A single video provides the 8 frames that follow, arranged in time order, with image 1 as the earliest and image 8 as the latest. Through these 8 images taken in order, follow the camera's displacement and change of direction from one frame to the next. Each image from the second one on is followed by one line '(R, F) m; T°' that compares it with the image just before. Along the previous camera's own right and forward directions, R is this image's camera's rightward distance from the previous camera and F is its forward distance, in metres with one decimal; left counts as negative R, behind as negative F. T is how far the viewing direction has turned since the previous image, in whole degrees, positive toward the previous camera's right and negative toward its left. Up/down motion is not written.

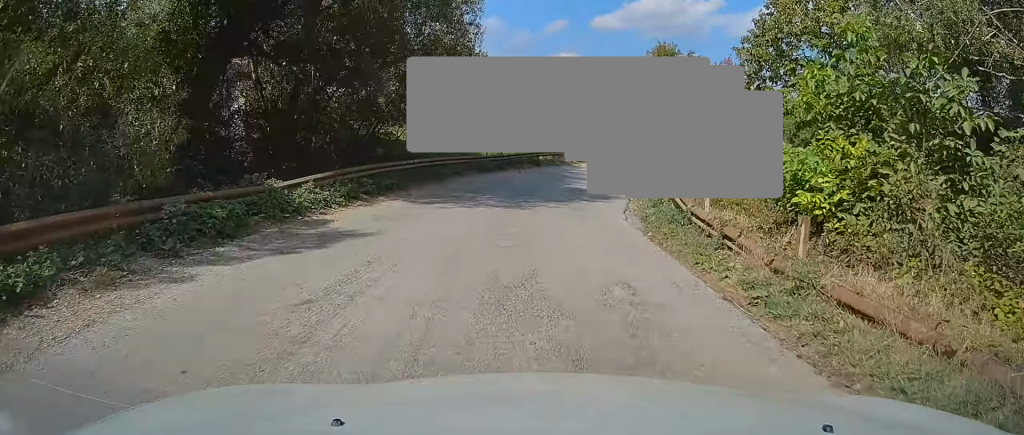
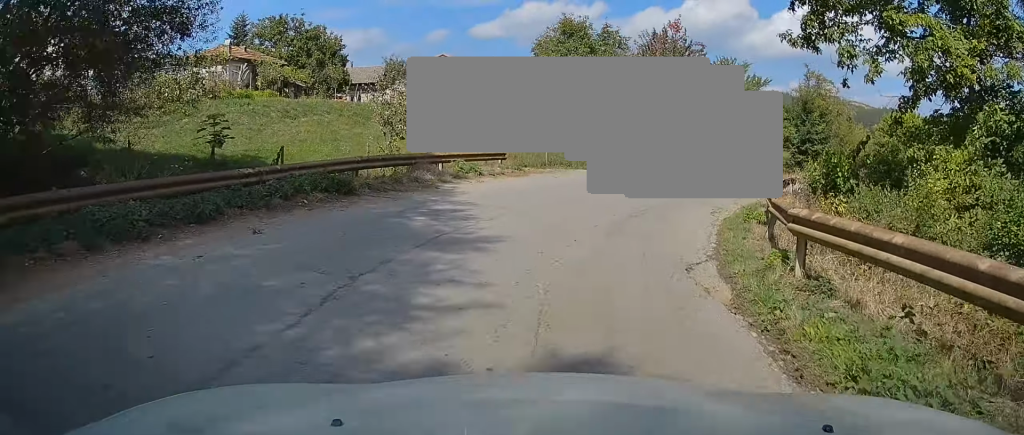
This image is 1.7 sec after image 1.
(+1.1, +19.0) m; +11°
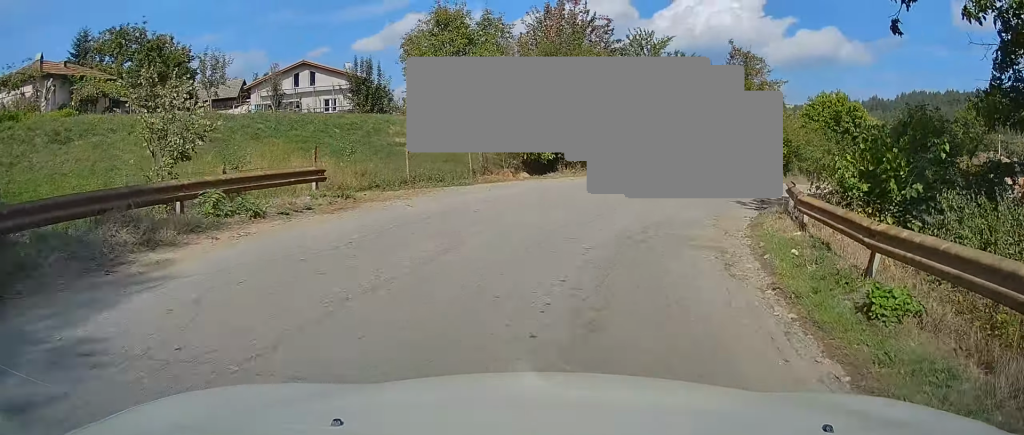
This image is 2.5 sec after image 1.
(+0.8, +8.4) m; +10°
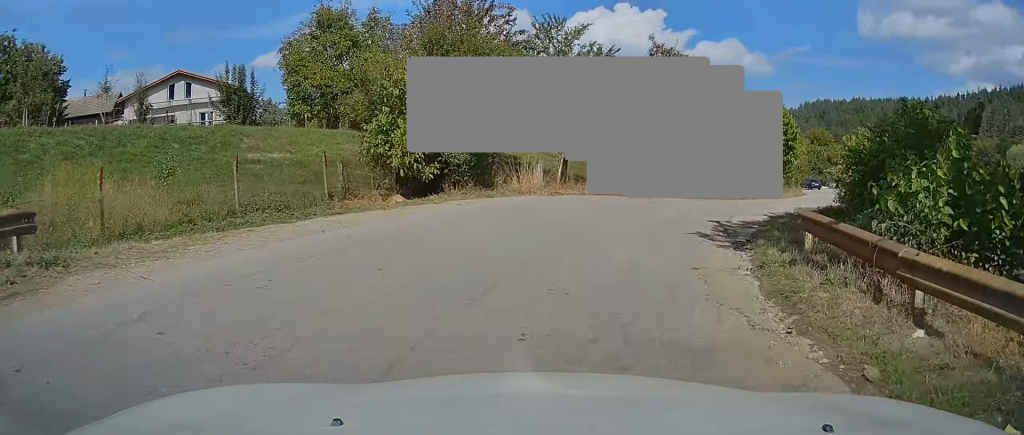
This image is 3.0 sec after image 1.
(+0.1, +5.2) m; +7°
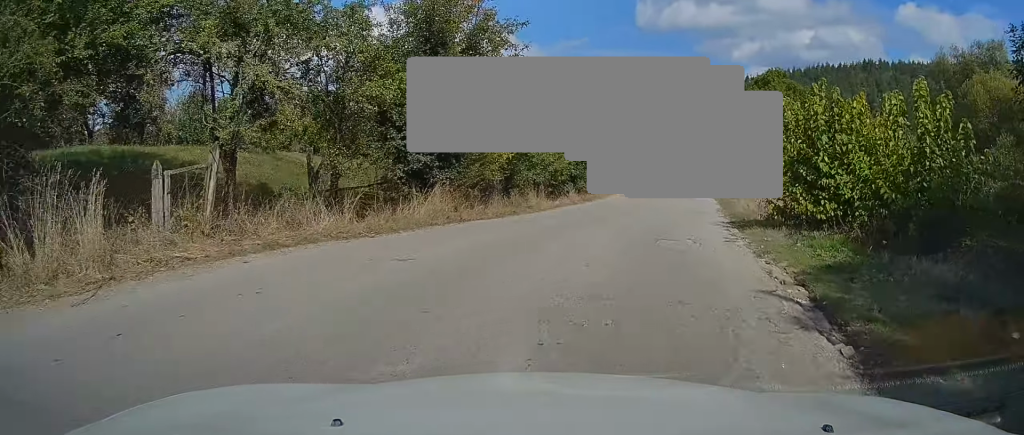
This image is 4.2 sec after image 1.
(+2.4, +13.4) m; +18°
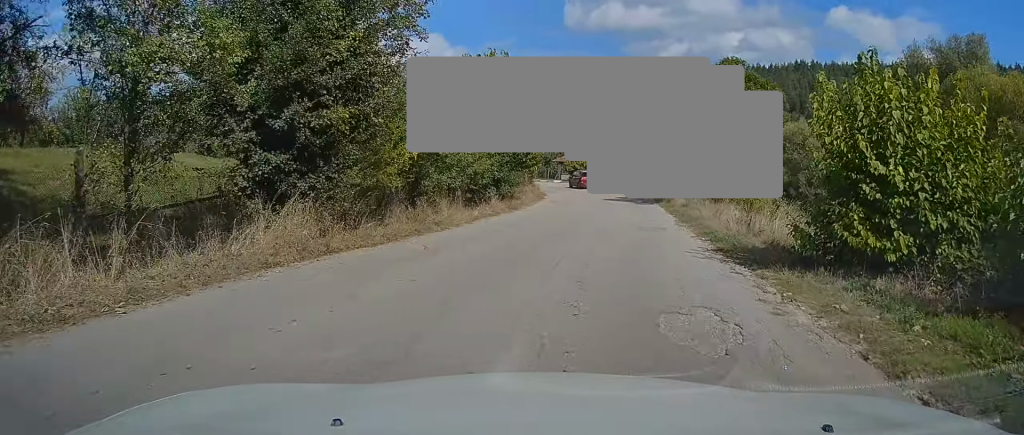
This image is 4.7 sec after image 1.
(+0.4, +5.7) m; +6°
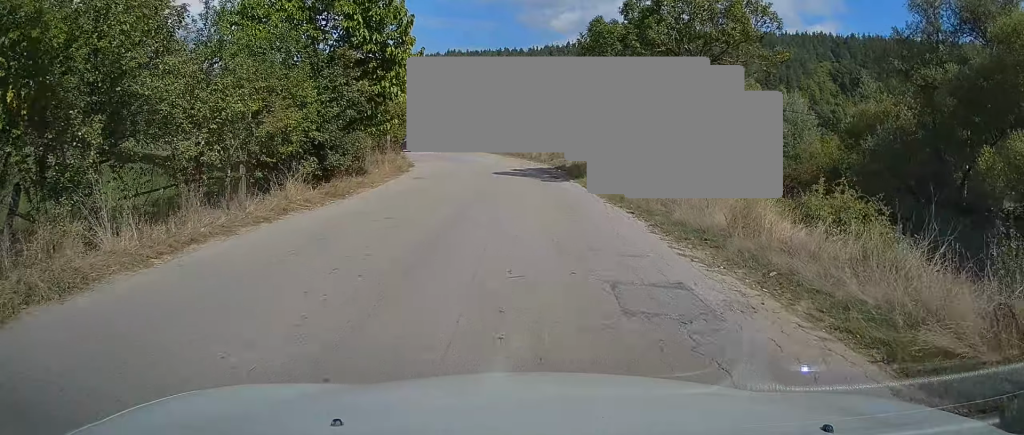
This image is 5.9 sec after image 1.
(+1.2, +13.0) m; +11°
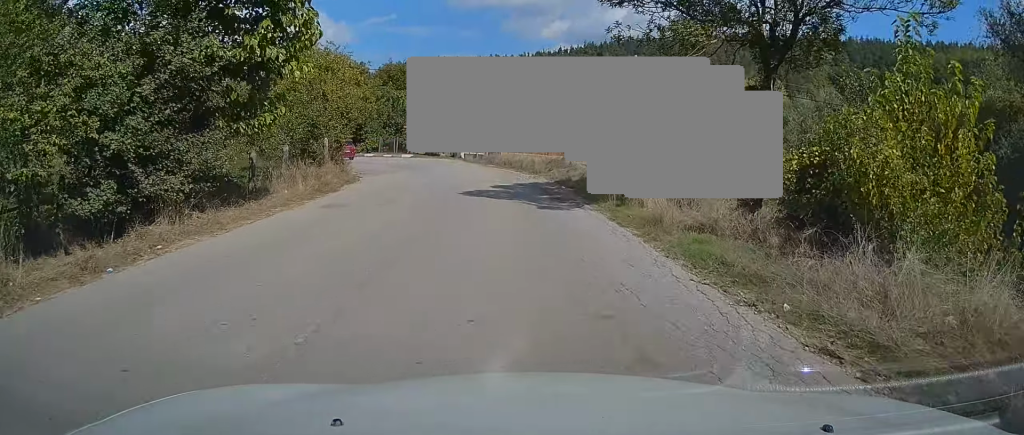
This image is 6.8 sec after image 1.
(+0.8, +9.7) m; +2°
